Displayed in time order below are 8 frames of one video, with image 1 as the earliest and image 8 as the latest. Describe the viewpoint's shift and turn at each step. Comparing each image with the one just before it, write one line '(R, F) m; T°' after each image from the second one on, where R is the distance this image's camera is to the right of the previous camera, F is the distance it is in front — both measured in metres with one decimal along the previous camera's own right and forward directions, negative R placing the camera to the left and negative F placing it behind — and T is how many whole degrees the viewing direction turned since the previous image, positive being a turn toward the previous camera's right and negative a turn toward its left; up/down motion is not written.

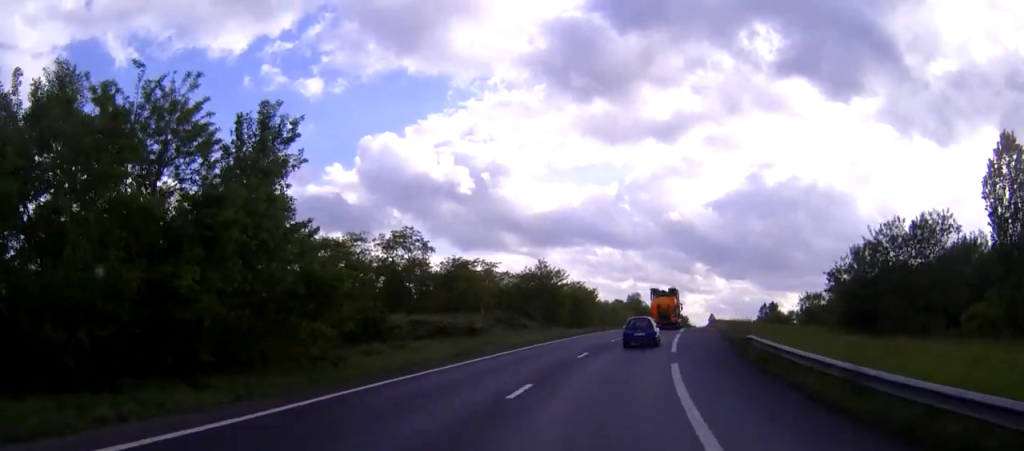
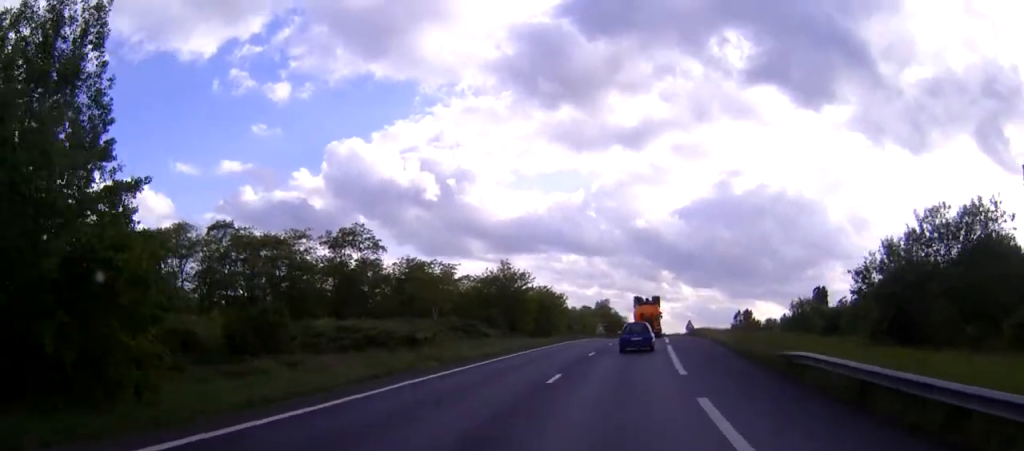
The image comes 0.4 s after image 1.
(+0.3, +9.0) m; +3°
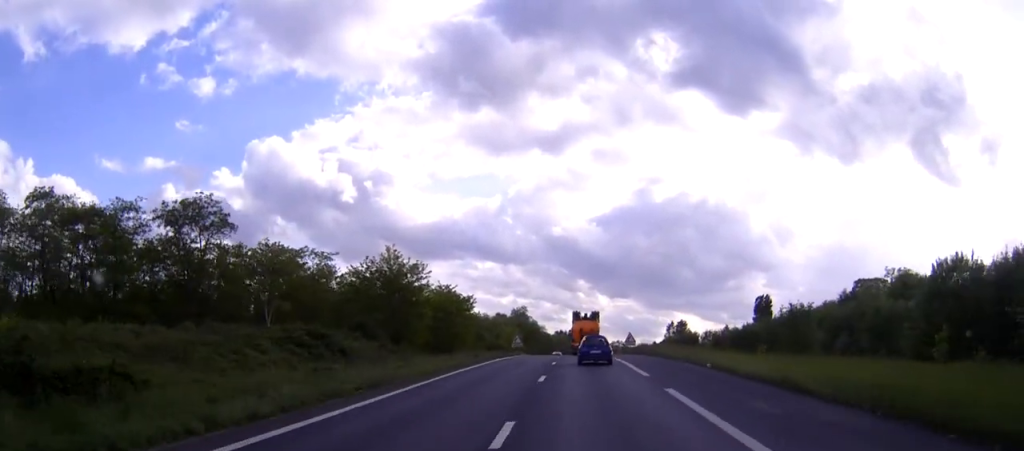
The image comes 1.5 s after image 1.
(+1.3, +21.9) m; +6°
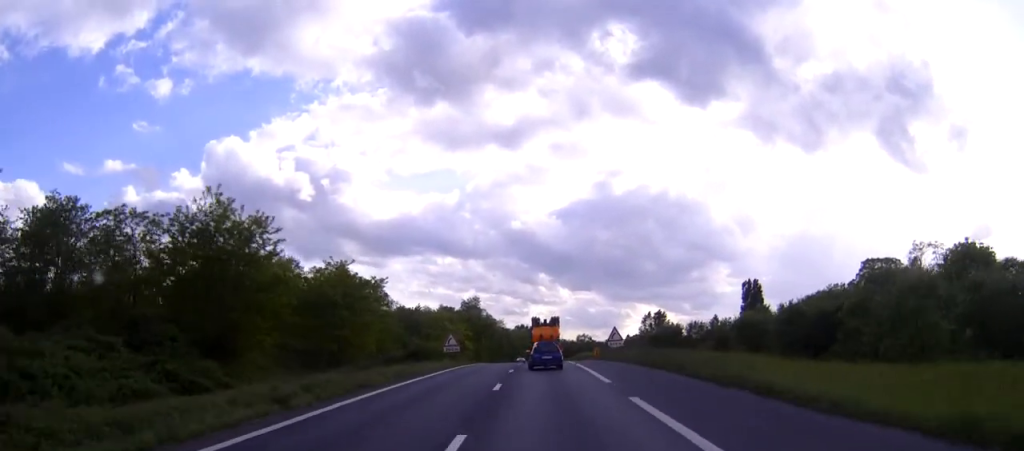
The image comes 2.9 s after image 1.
(+1.4, +27.6) m; +4°
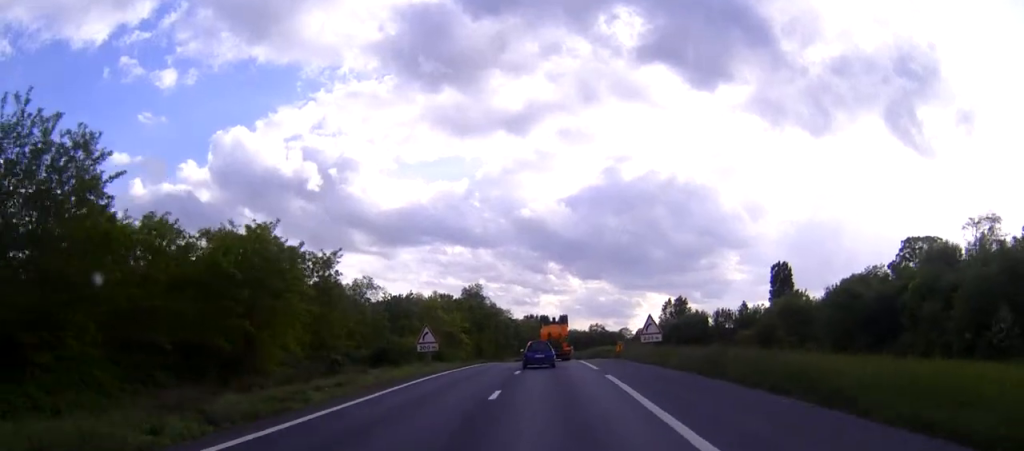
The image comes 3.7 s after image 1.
(+0.2, +16.5) m; +1°
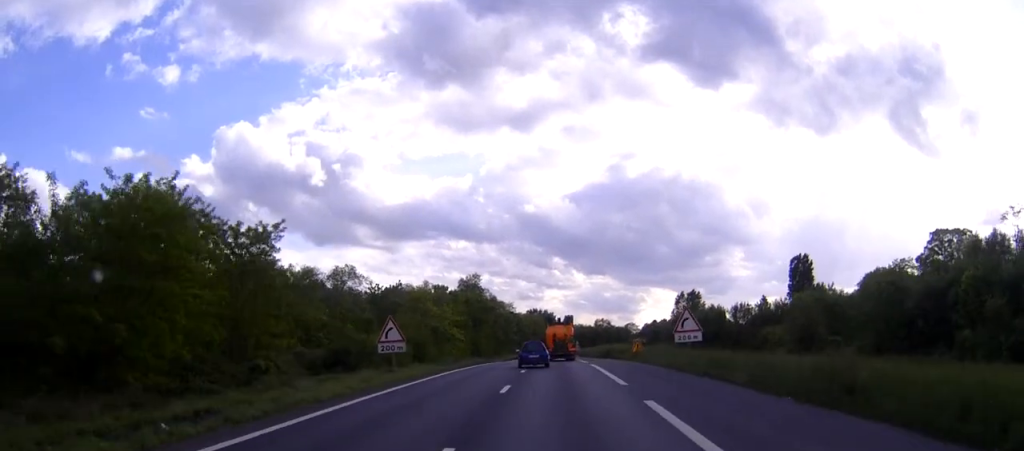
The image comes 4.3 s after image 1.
(0.0, +11.2) m; 0°
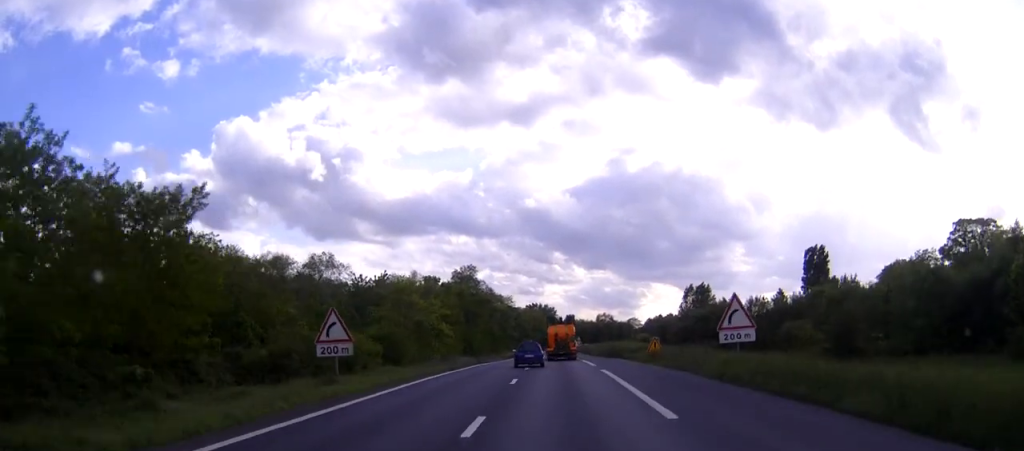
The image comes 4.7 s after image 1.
(0.0, +9.2) m; 0°
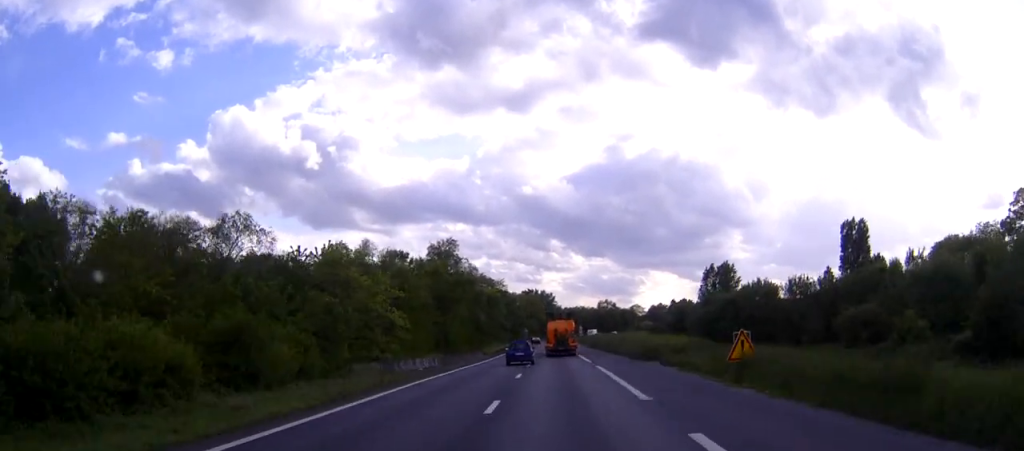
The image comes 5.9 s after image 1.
(0.0, +22.3) m; 0°
